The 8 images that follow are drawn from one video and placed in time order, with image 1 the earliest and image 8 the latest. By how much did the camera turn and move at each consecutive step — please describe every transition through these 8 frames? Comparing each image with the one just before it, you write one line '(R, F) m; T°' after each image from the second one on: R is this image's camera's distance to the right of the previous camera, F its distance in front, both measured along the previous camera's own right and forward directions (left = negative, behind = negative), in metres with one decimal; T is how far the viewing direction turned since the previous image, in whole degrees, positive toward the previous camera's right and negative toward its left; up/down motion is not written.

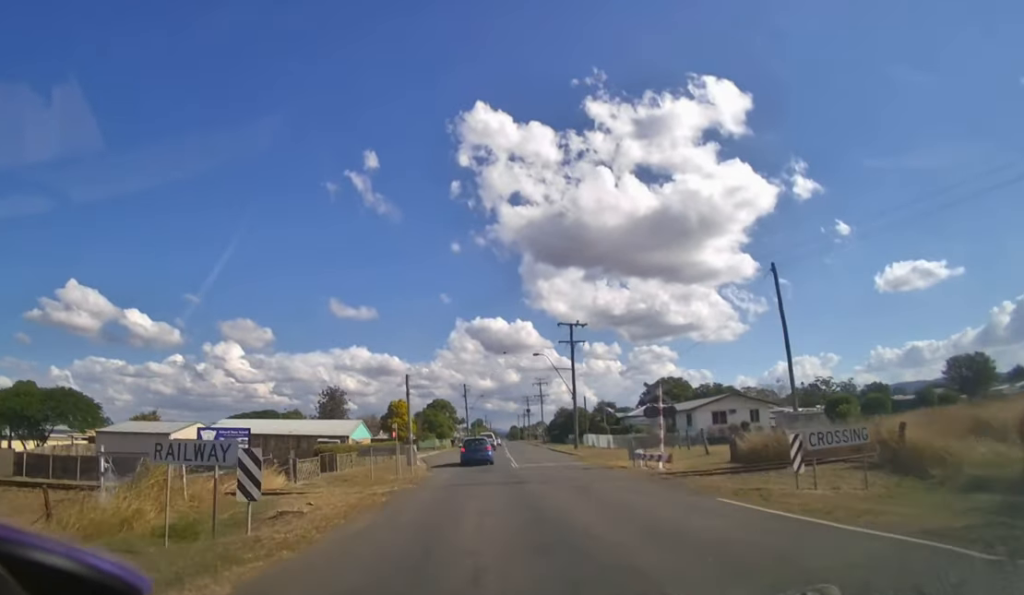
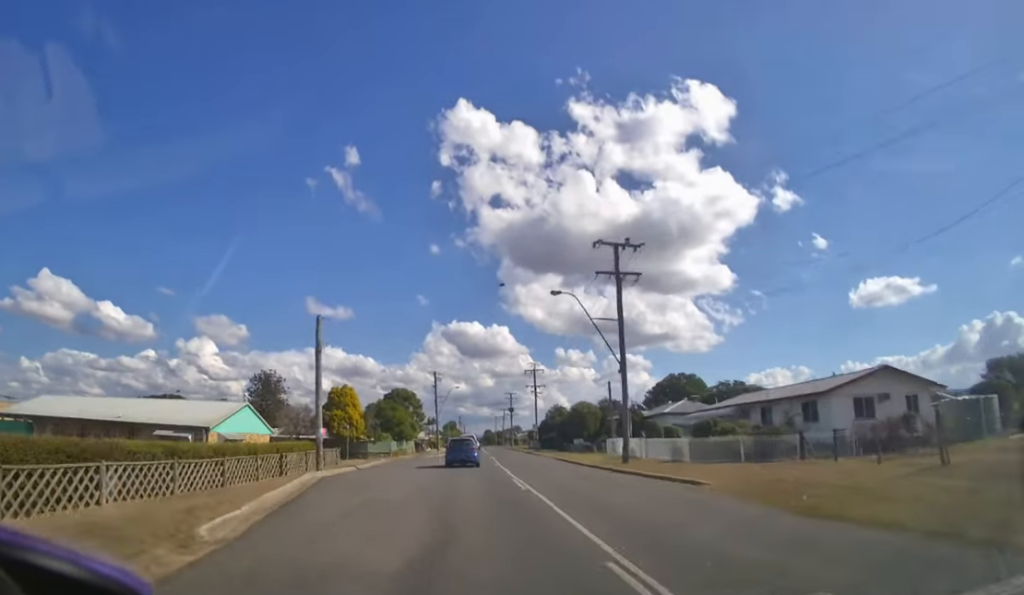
(+0.5, +19.4) m; +3°
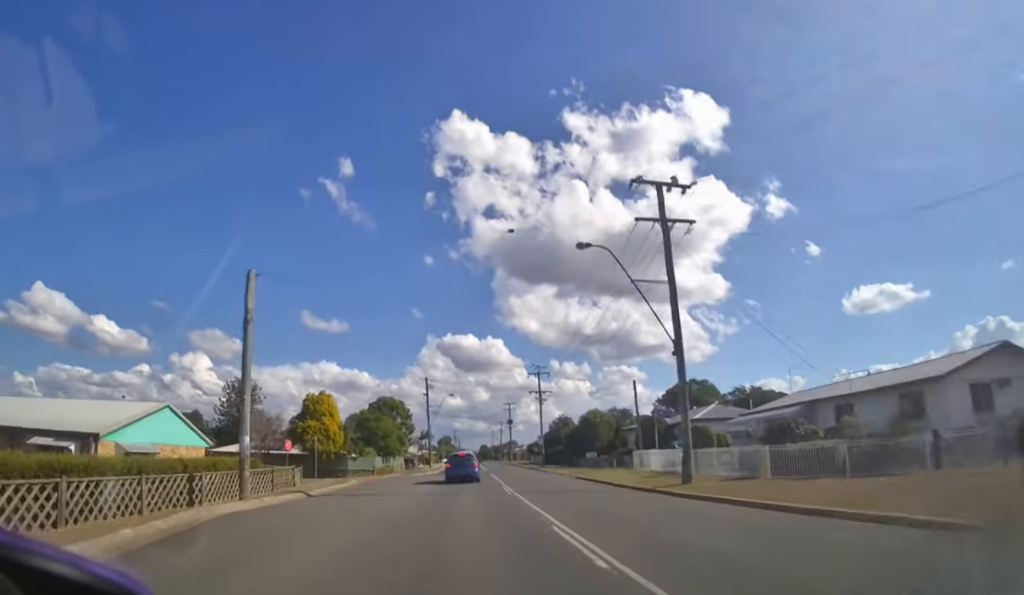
(+0.1, +8.0) m; +1°
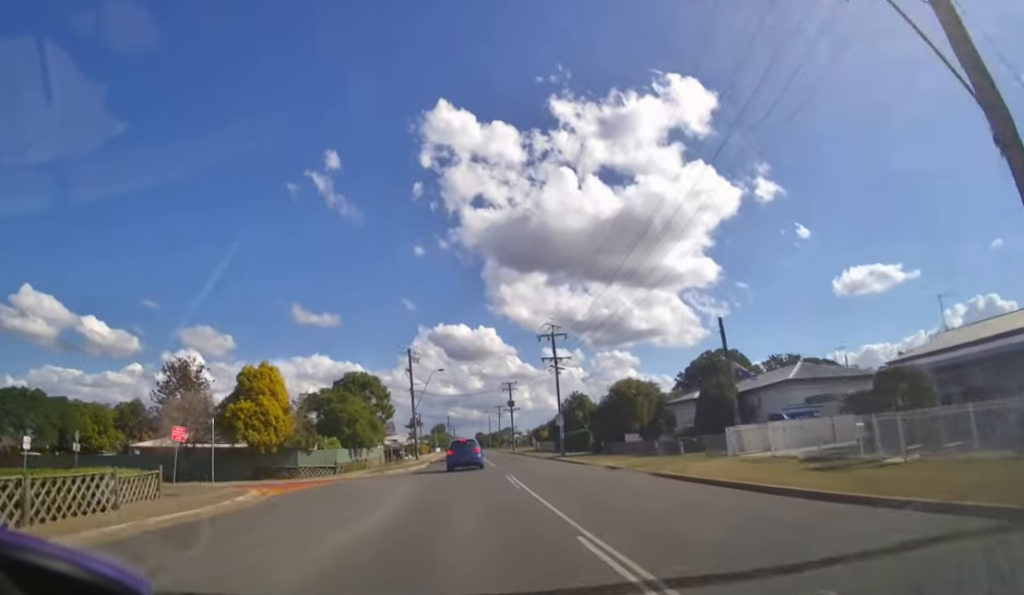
(+0.2, +15.2) m; +1°
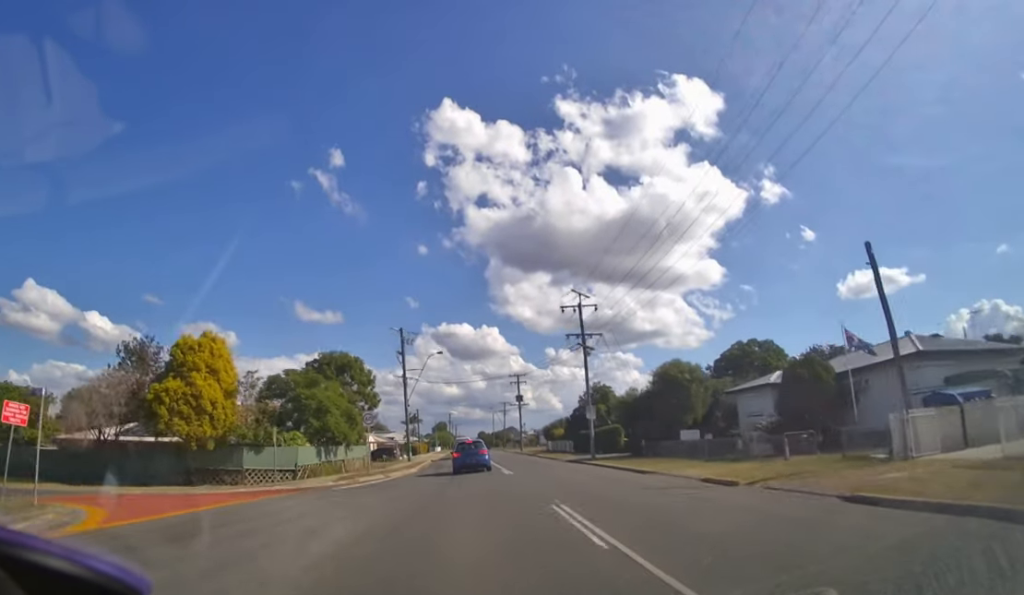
(0.0, +11.4) m; 0°
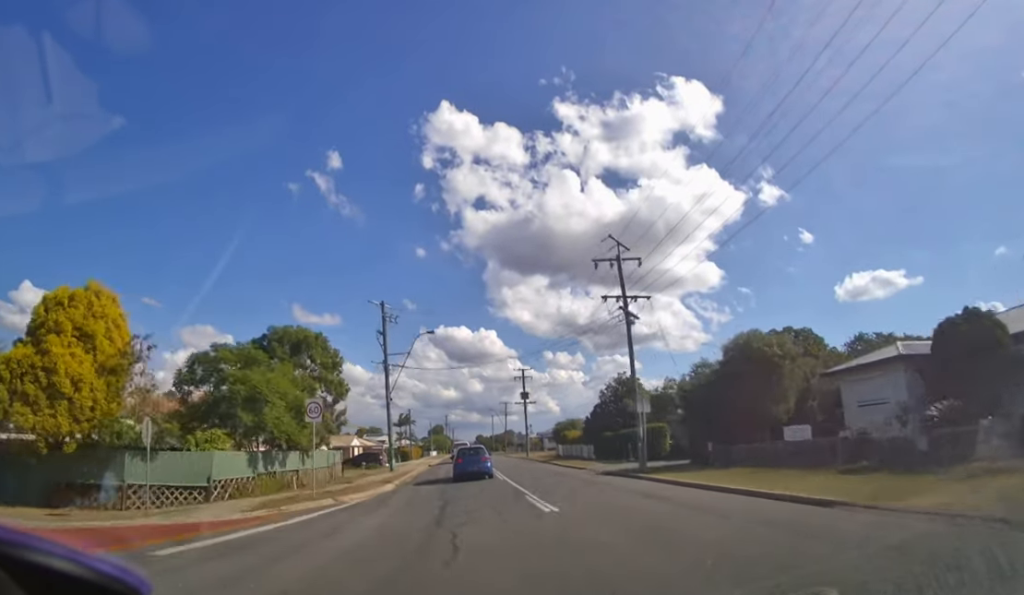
(0.0, +10.3) m; 0°
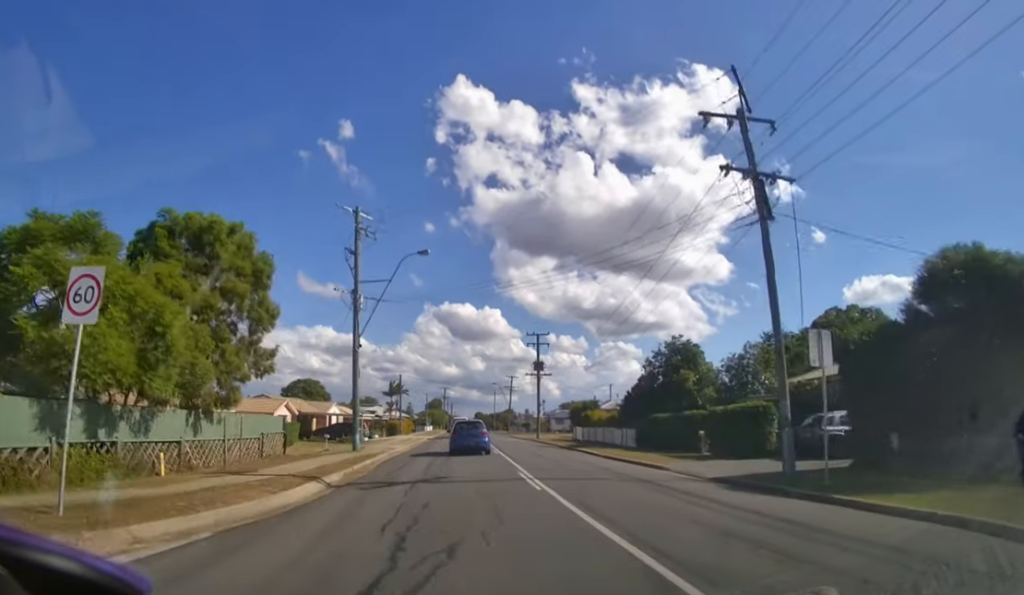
(0.0, +12.5) m; 0°
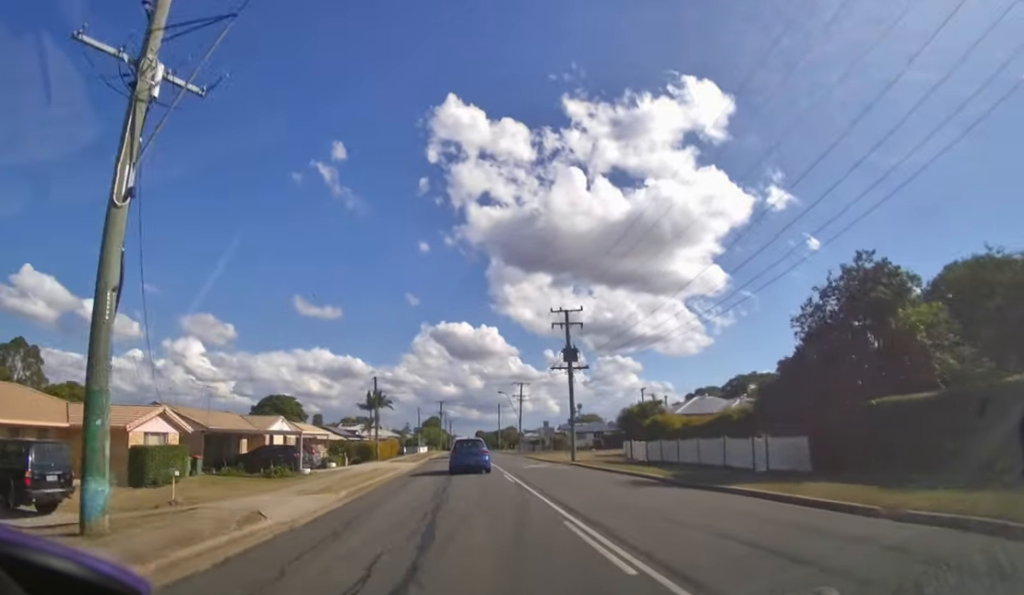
(+0.1, +17.9) m; +1°
